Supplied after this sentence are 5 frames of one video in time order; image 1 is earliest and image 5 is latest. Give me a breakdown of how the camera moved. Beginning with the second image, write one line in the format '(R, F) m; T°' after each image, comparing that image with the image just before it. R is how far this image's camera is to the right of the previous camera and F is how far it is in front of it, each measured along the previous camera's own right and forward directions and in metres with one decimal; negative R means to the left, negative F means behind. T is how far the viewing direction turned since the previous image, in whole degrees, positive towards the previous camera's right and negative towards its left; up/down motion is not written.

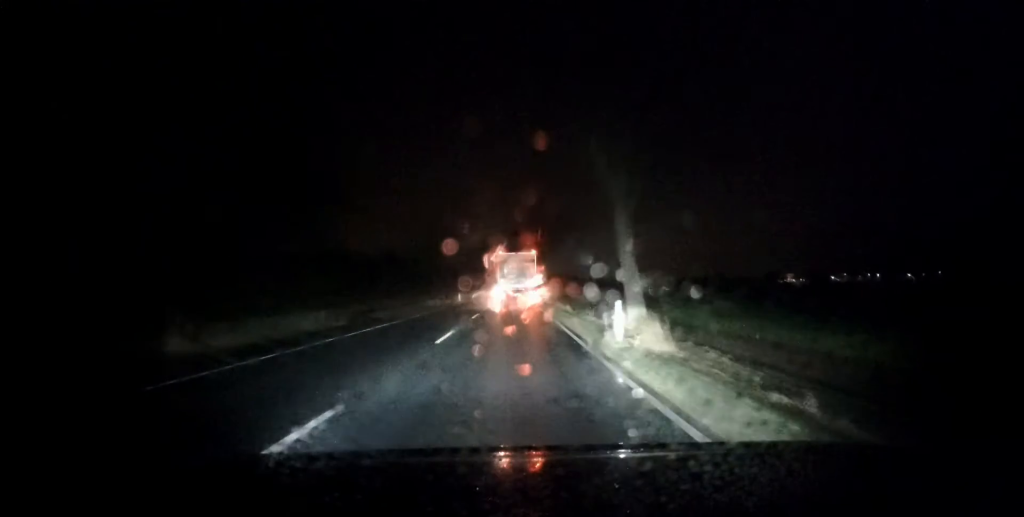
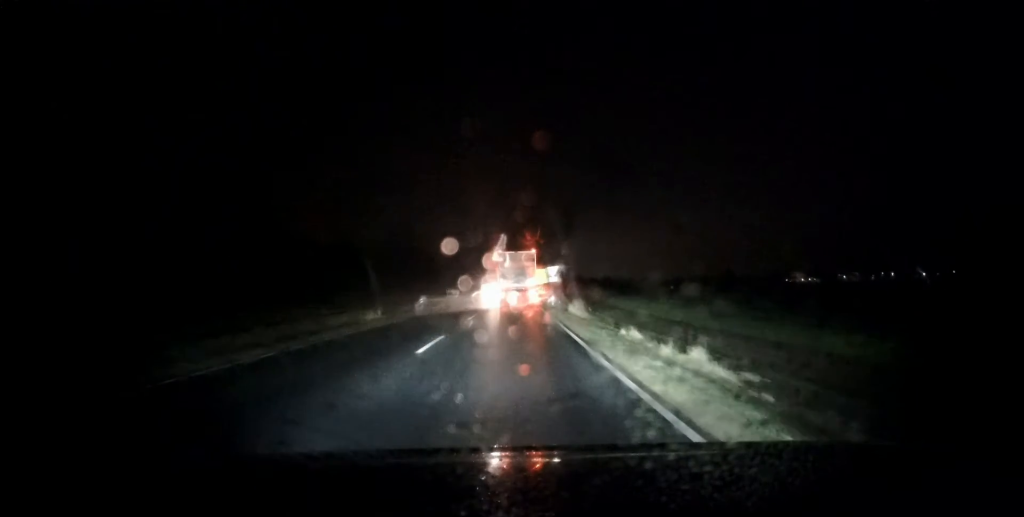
(-0.5, +26.3) m; -1°
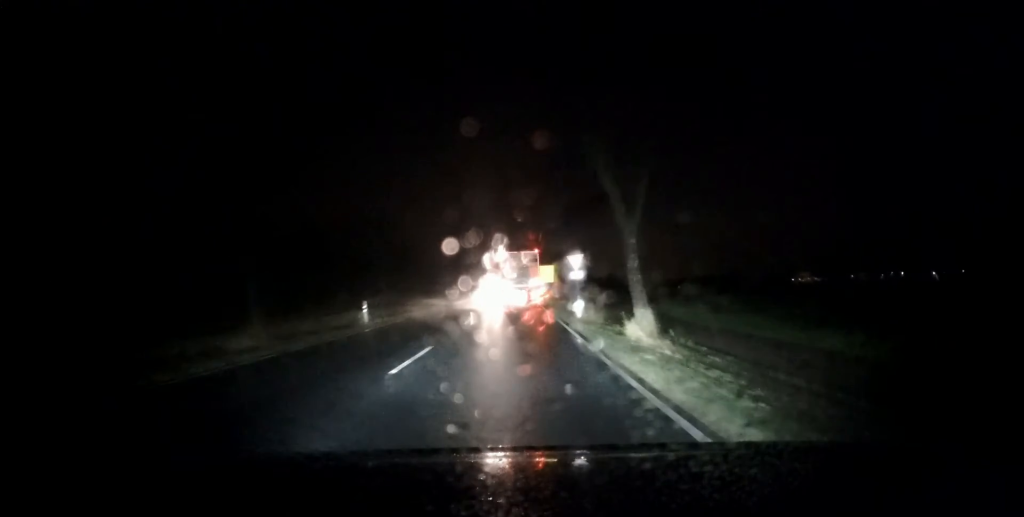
(+0.3, +14.6) m; +1°
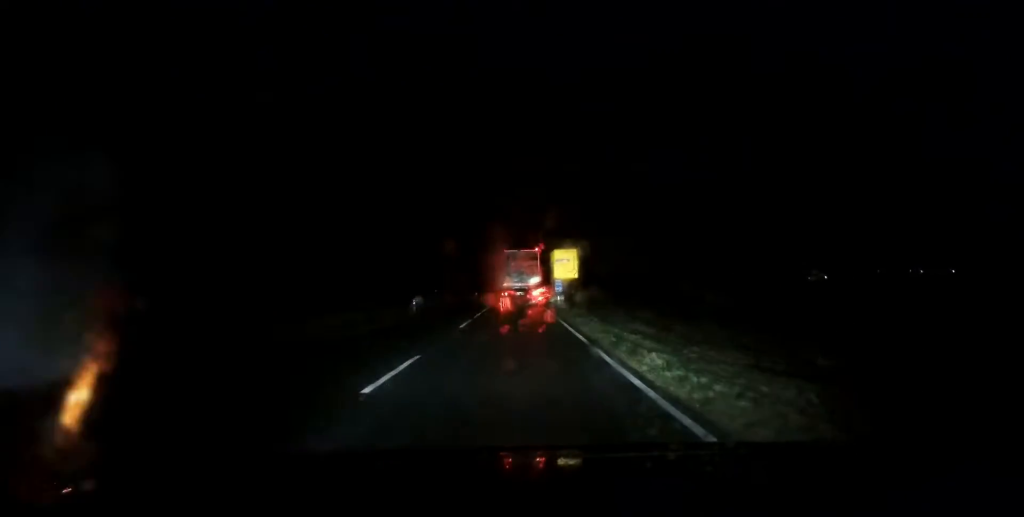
(-0.5, +37.1) m; -1°
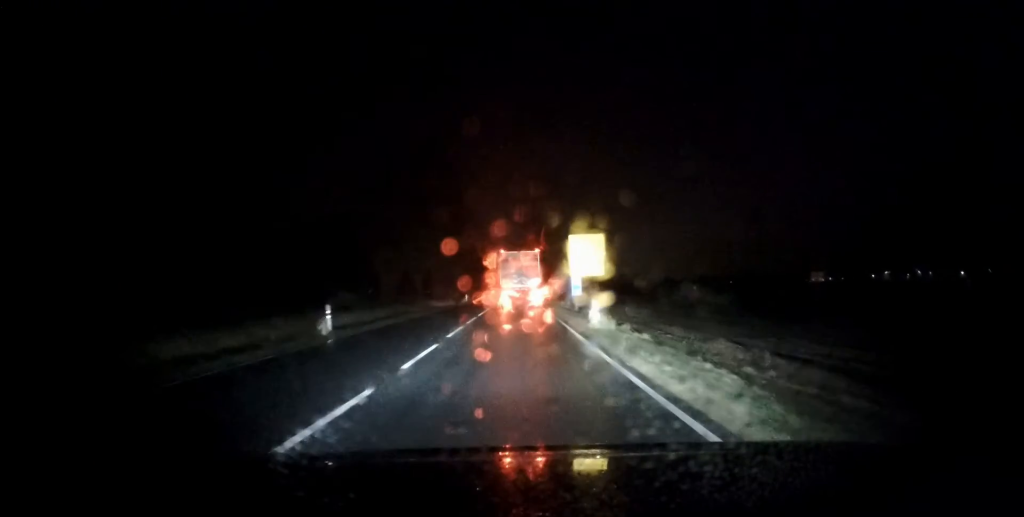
(+0.2, +15.6) m; 0°
